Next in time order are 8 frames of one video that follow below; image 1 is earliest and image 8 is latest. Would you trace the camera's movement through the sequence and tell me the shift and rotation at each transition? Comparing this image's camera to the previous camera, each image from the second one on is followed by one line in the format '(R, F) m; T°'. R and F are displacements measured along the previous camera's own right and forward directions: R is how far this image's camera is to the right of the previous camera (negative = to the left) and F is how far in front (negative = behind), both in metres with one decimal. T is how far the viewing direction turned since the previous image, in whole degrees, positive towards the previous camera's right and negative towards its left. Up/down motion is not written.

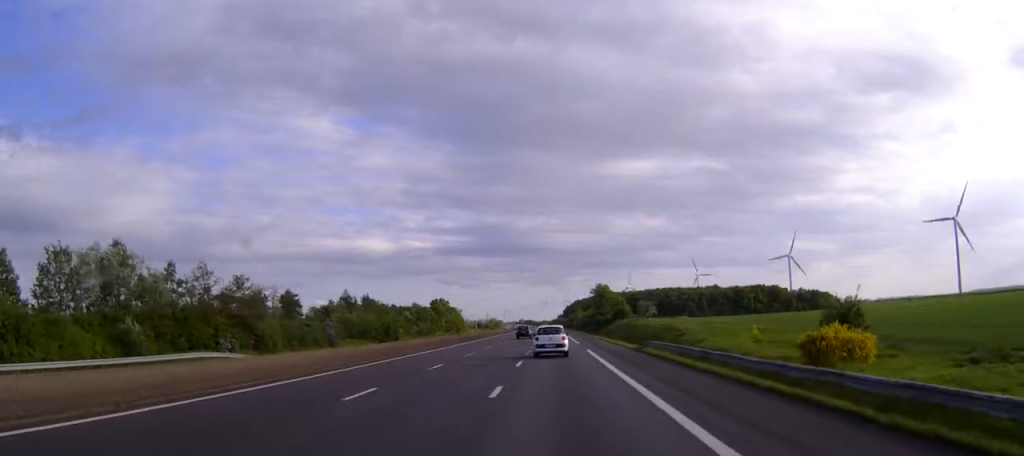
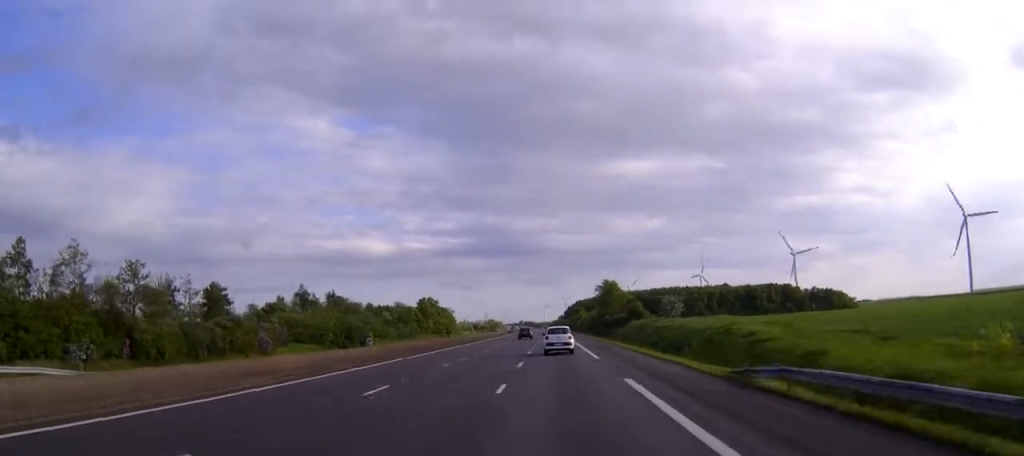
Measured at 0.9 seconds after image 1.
(0.0, +24.7) m; 0°
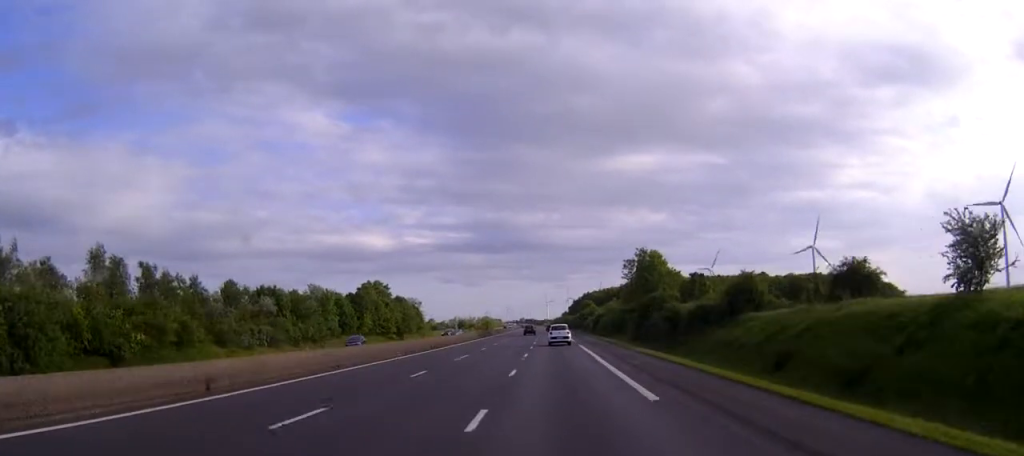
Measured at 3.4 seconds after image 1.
(-0.2, +71.3) m; 0°
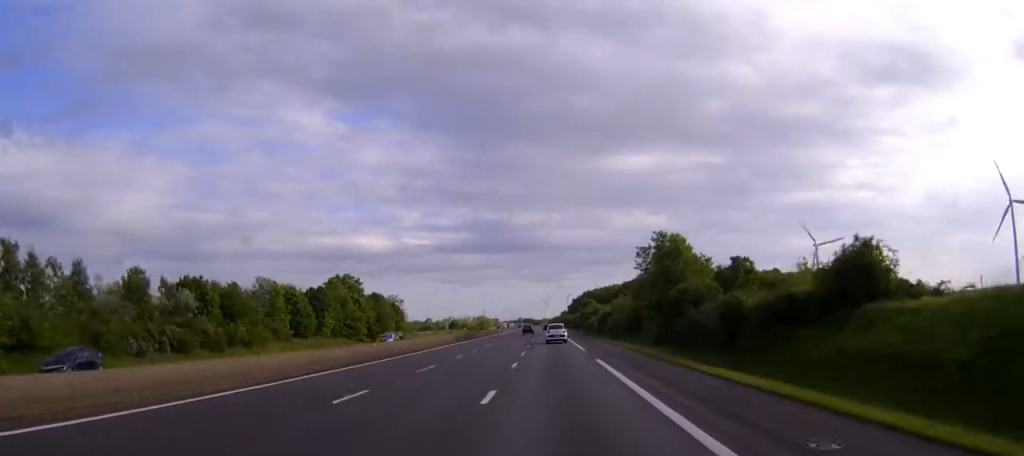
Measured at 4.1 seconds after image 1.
(0.0, +22.0) m; 0°
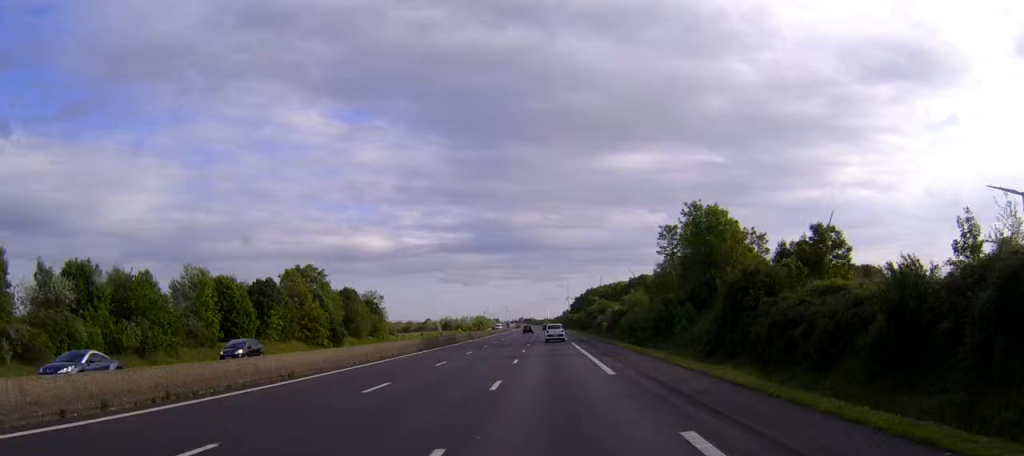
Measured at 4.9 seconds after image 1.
(0.0, +22.0) m; 0°
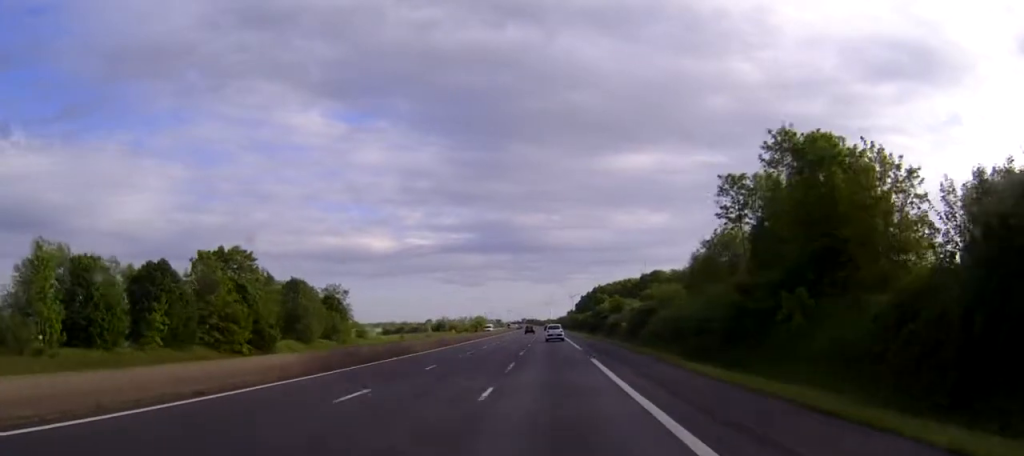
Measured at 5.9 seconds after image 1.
(0.0, +28.7) m; 0°
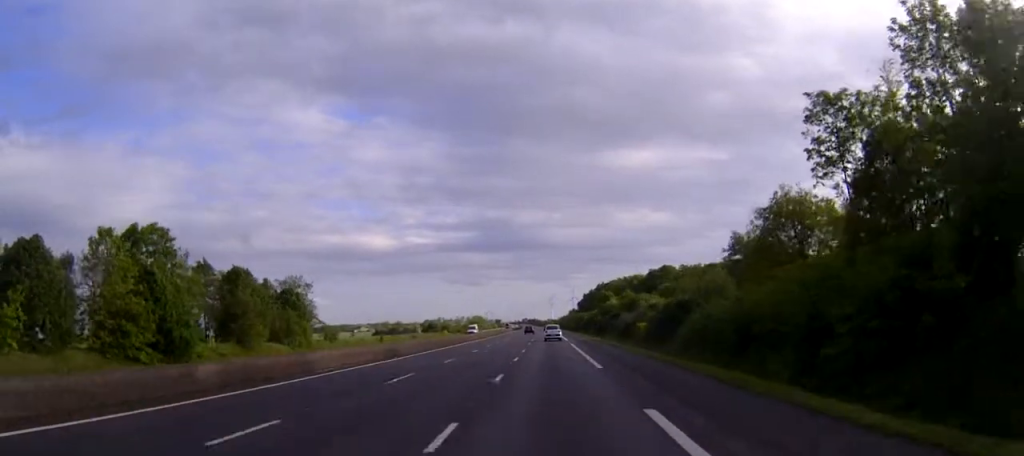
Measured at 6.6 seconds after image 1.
(0.0, +20.1) m; 0°
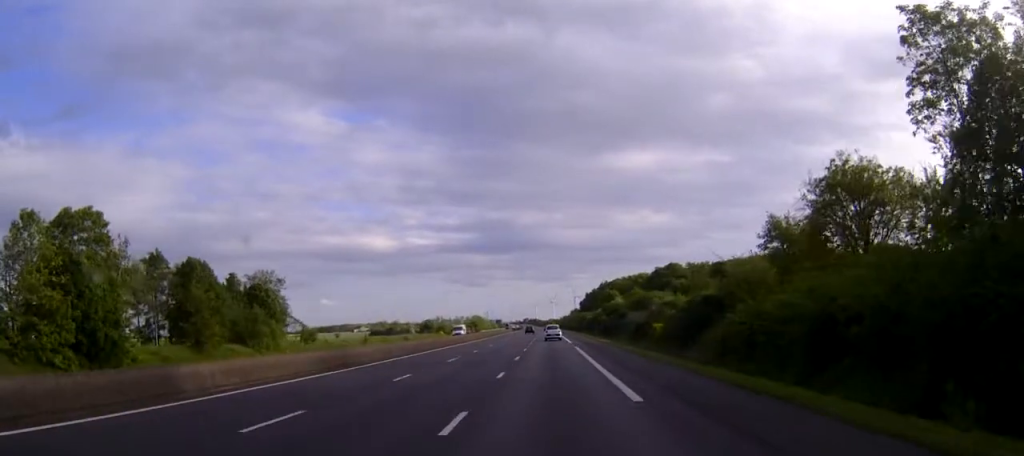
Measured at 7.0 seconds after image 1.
(0.0, +11.5) m; 0°
